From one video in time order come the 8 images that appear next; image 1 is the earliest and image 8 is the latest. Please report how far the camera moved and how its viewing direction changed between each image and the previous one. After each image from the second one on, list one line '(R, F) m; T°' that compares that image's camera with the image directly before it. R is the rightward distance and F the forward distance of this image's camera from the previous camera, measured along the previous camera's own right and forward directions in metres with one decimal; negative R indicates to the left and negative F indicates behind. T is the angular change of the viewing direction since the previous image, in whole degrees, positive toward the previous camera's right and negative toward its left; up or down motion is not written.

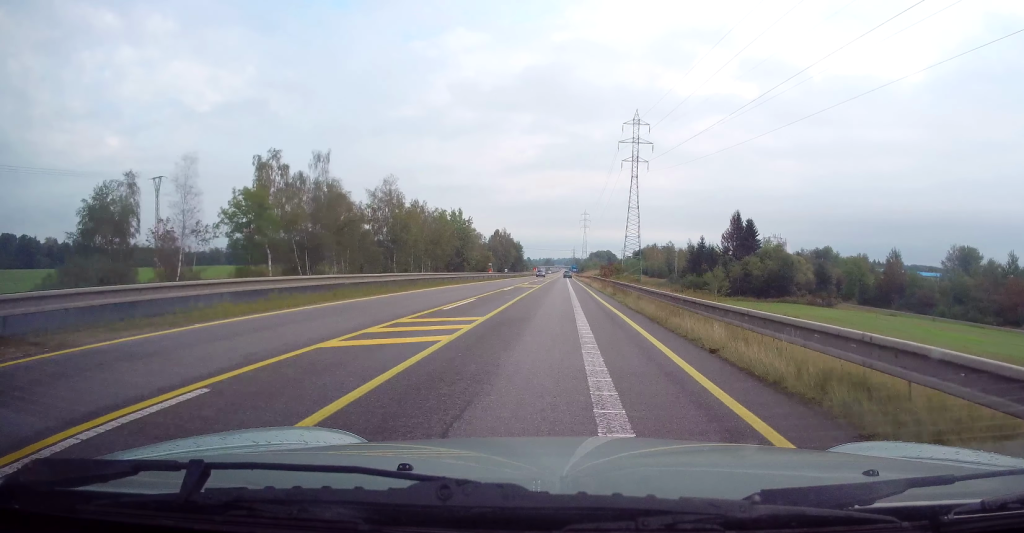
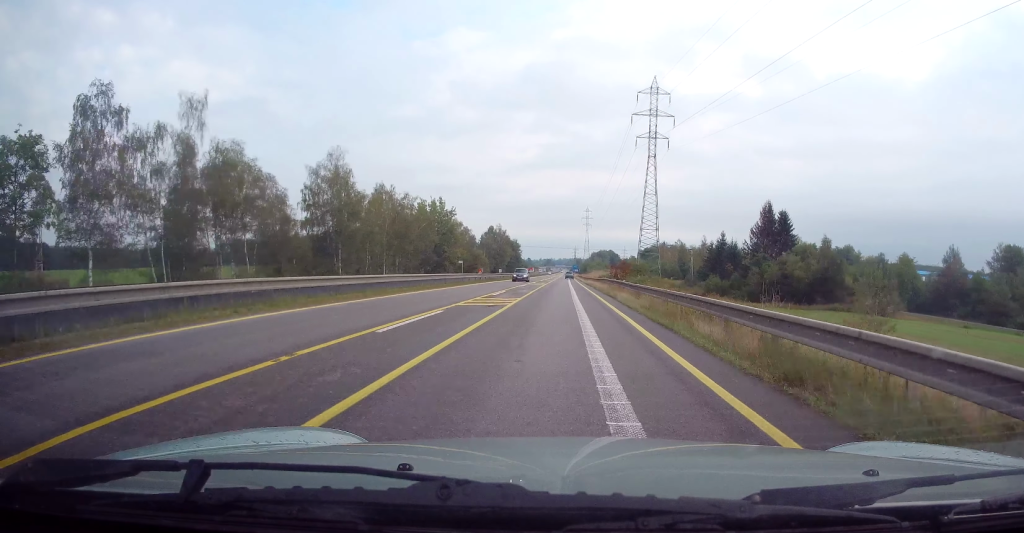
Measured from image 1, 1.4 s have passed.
(-0.3, +23.9) m; -1°
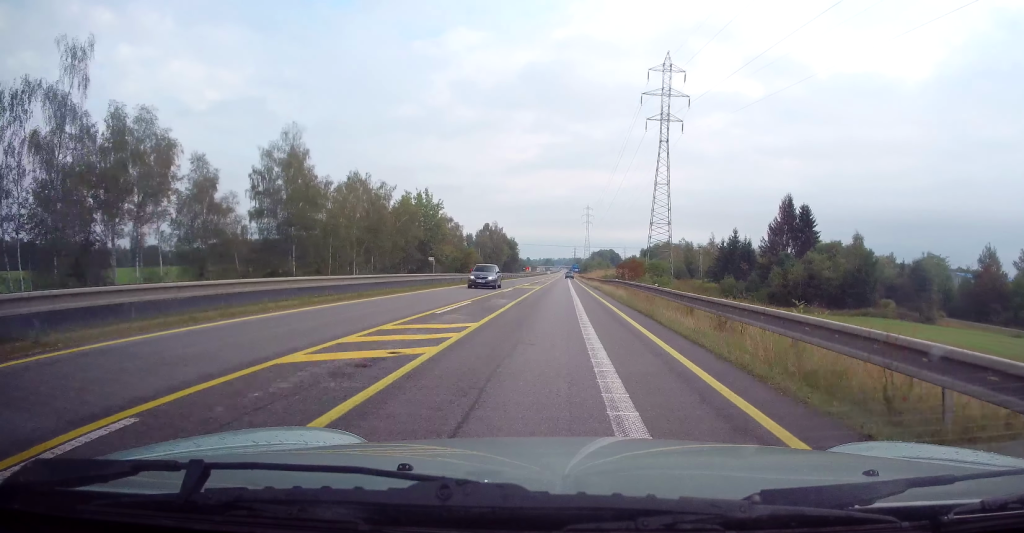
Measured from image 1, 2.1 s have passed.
(+0.1, +12.3) m; 0°
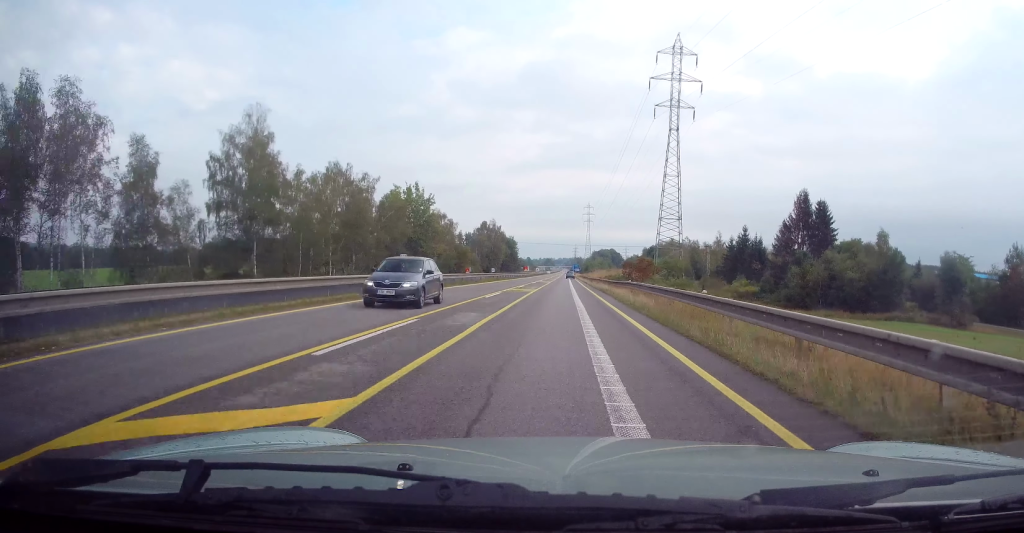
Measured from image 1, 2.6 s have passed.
(+0.2, +8.2) m; 0°
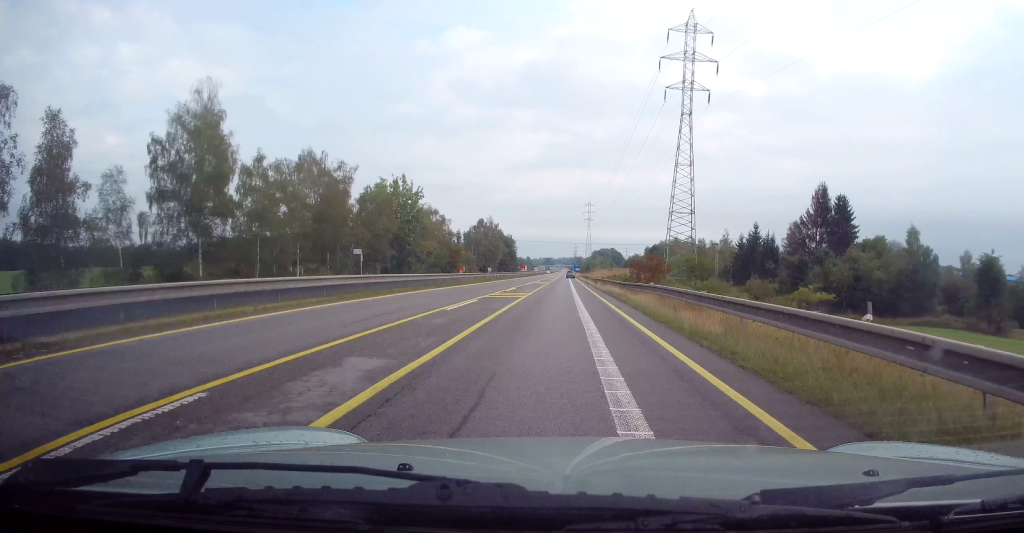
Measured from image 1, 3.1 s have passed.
(-0.1, +8.1) m; 0°
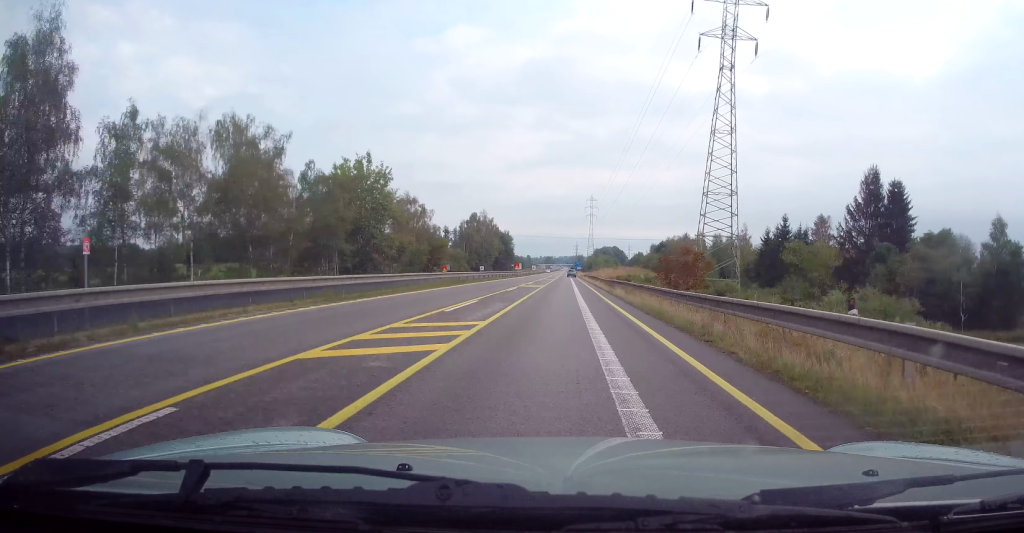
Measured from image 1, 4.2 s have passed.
(+0.1, +18.1) m; +1°
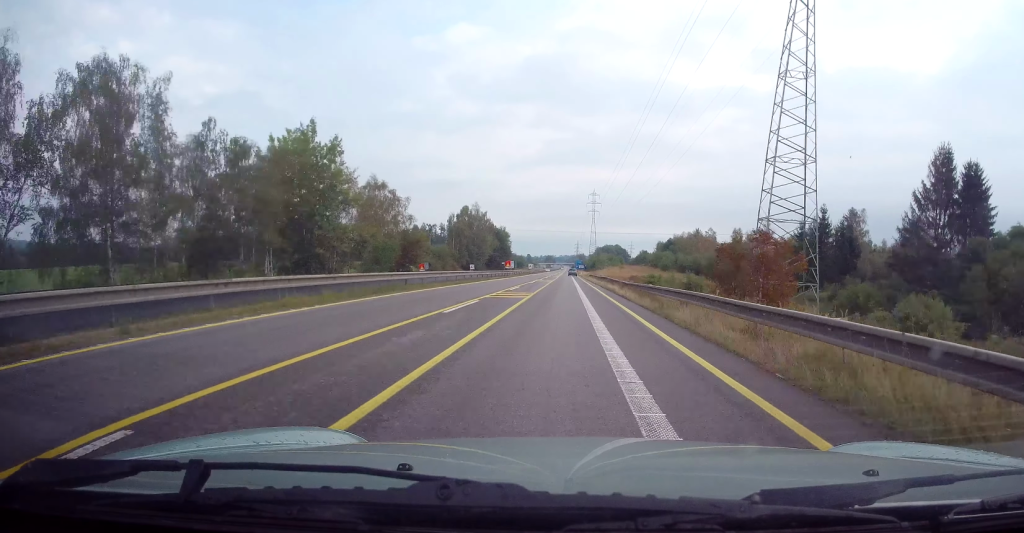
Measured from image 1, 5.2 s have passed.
(0.0, +17.8) m; -1°
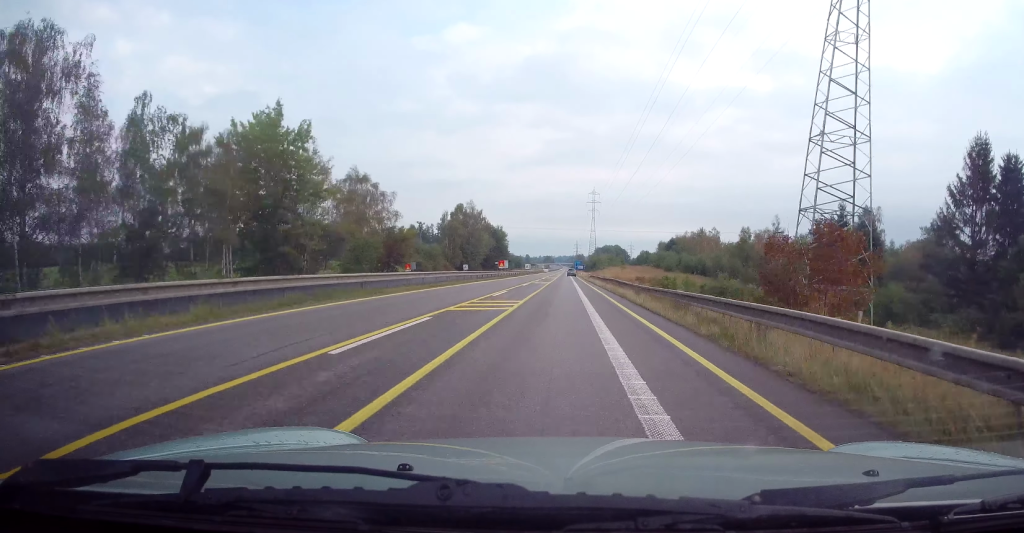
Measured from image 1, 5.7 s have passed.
(-0.2, +7.9) m; 0°
